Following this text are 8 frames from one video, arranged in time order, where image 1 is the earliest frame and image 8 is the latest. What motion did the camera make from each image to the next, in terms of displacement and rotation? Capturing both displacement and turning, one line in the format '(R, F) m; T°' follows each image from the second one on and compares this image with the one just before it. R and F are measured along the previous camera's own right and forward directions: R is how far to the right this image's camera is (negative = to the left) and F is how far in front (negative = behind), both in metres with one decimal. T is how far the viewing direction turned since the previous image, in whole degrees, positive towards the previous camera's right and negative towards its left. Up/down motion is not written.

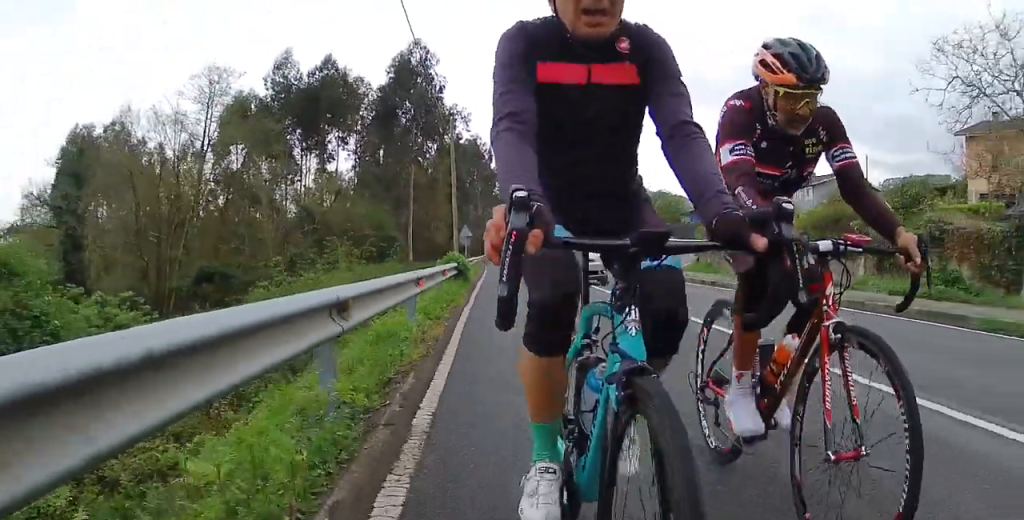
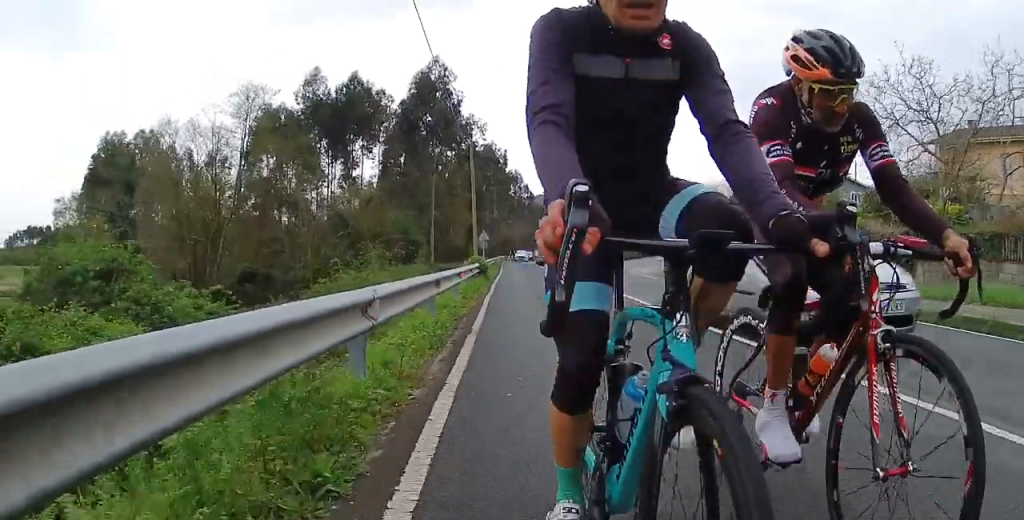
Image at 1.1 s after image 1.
(0.0, +4.7) m; 0°
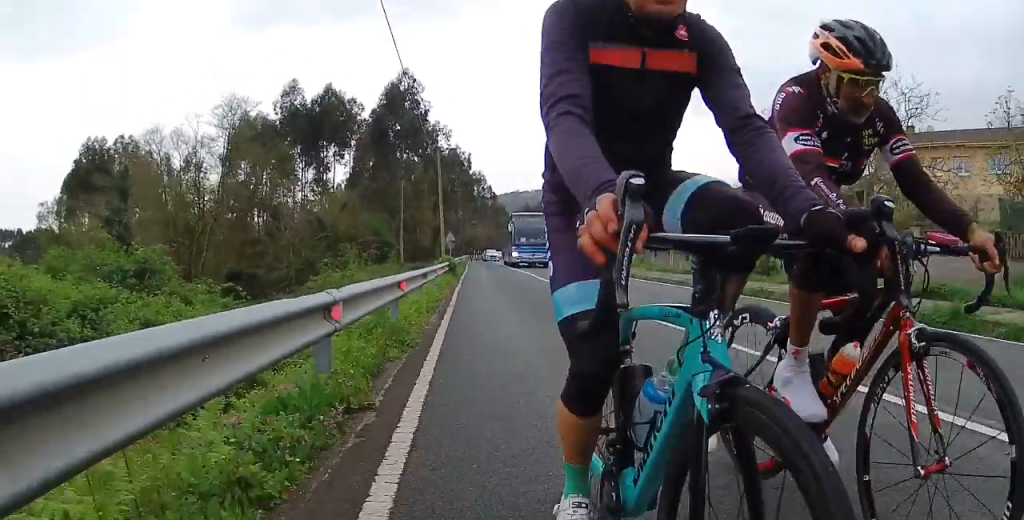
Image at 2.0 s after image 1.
(0.0, +4.1) m; +3°
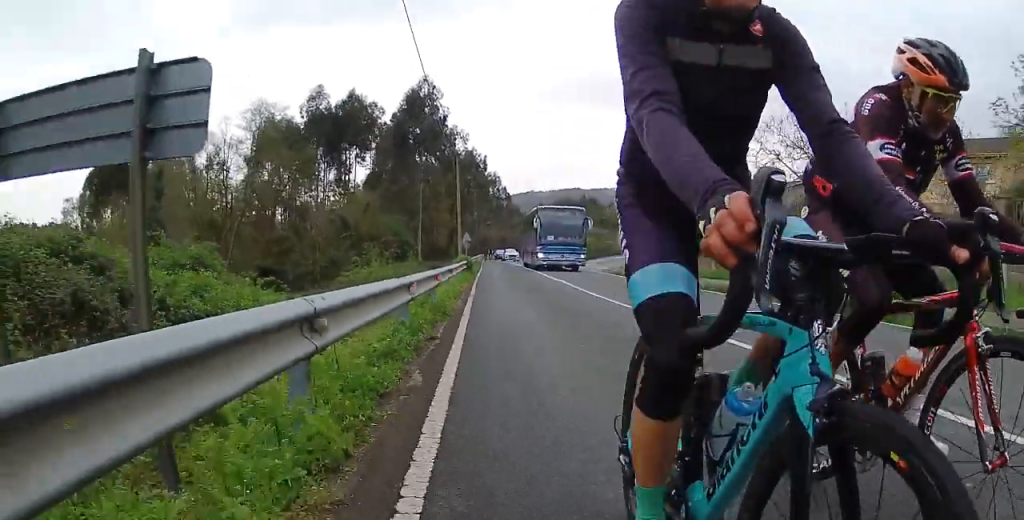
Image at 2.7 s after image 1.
(+0.1, +3.2) m; +1°
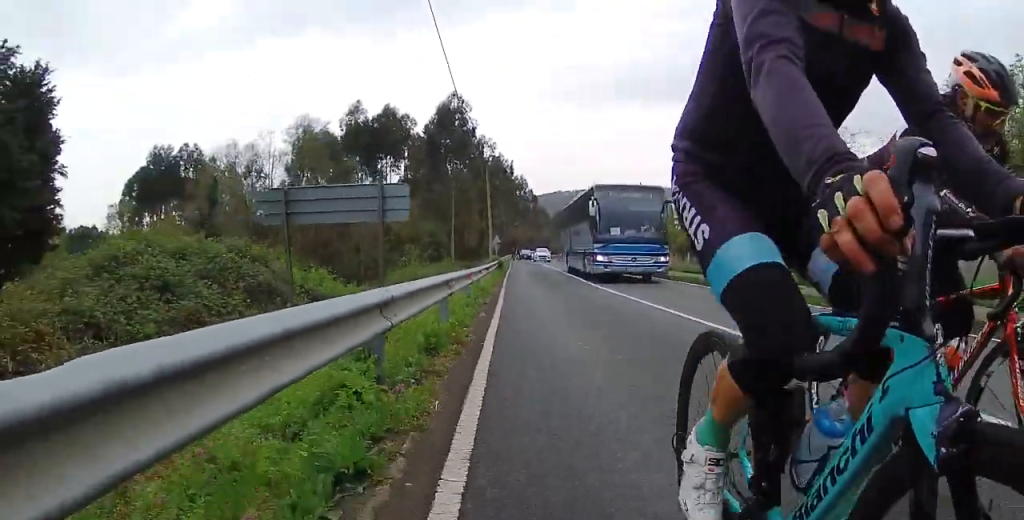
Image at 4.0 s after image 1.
(-0.1, +5.4) m; -4°
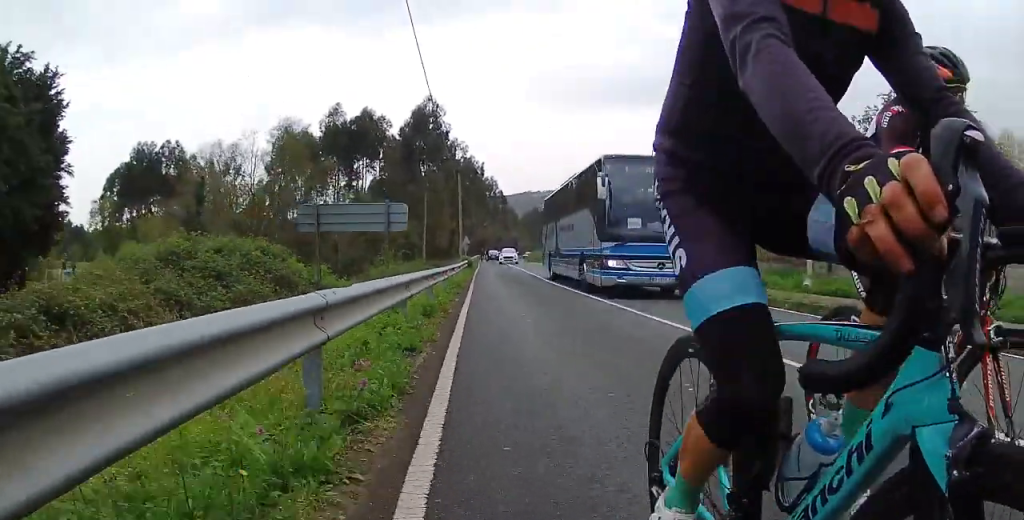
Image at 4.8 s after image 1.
(-0.1, +3.4) m; -2°
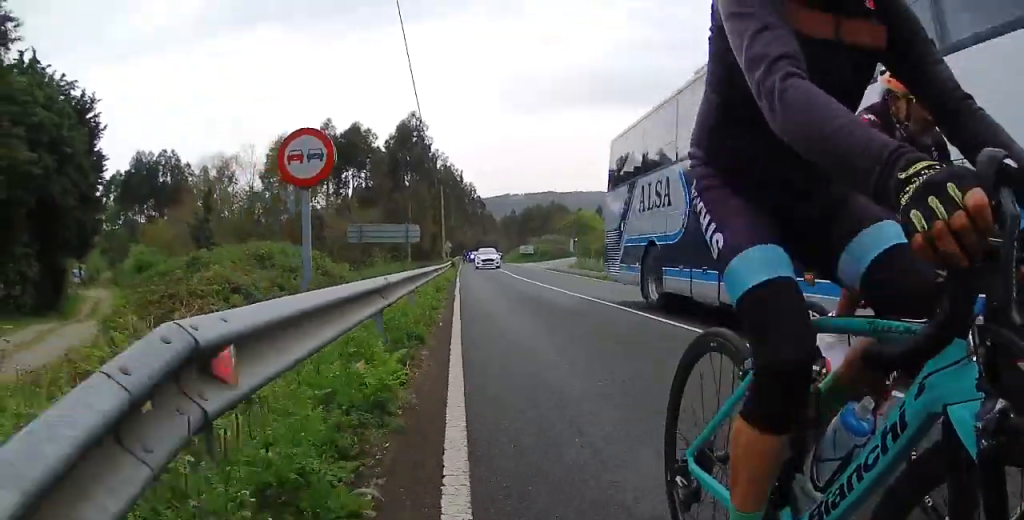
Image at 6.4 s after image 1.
(0.0, +6.5) m; +5°
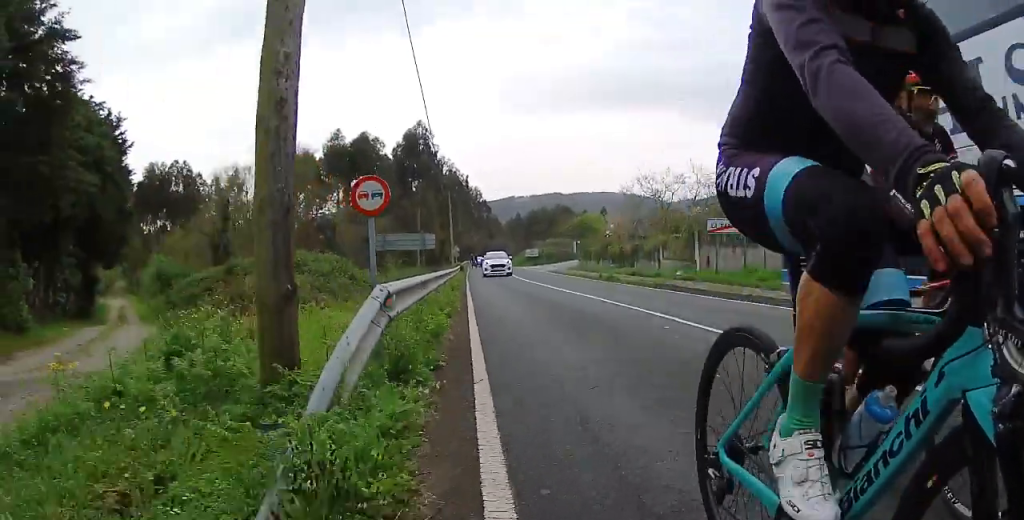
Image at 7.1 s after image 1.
(+0.2, +3.0) m; +3°
